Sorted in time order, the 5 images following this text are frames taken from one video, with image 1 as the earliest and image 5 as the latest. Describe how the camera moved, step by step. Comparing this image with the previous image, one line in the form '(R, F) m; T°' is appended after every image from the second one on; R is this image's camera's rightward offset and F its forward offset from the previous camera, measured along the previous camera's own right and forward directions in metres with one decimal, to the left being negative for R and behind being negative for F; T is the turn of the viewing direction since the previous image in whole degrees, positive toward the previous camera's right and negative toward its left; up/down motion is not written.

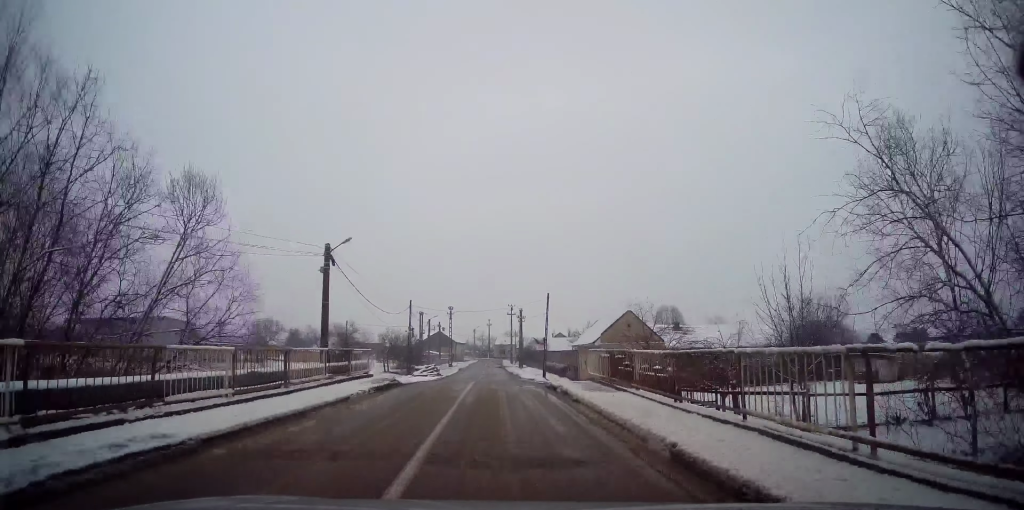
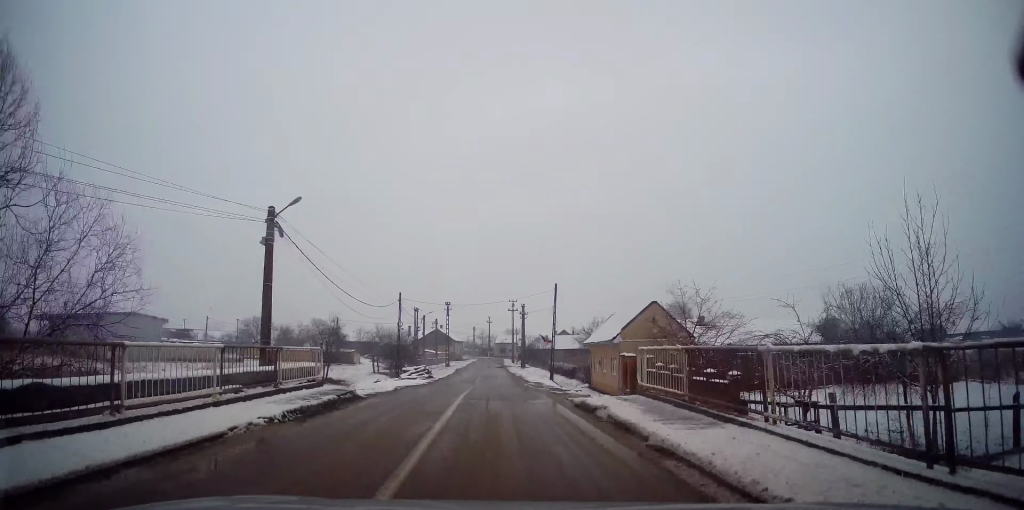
(0.0, +6.4) m; +1°
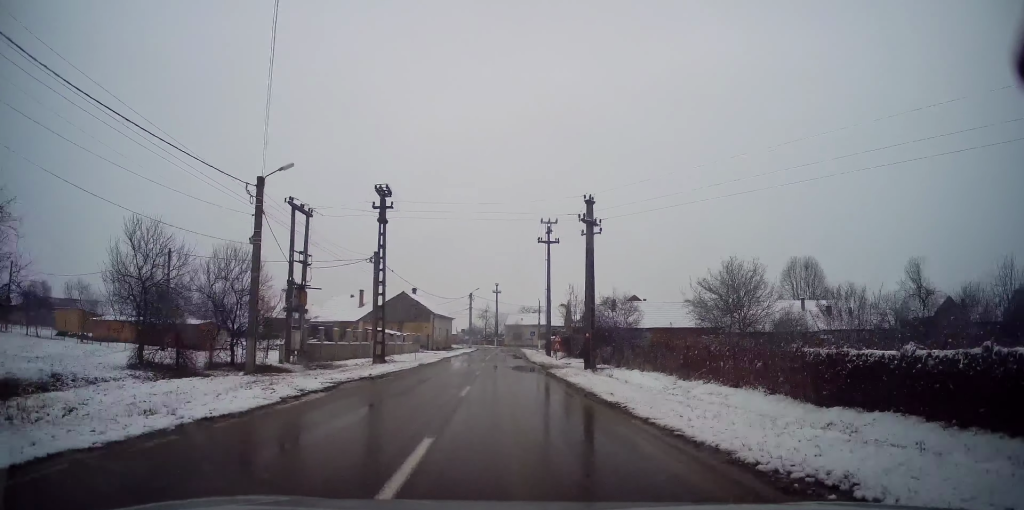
(-0.1, +56.5) m; -1°
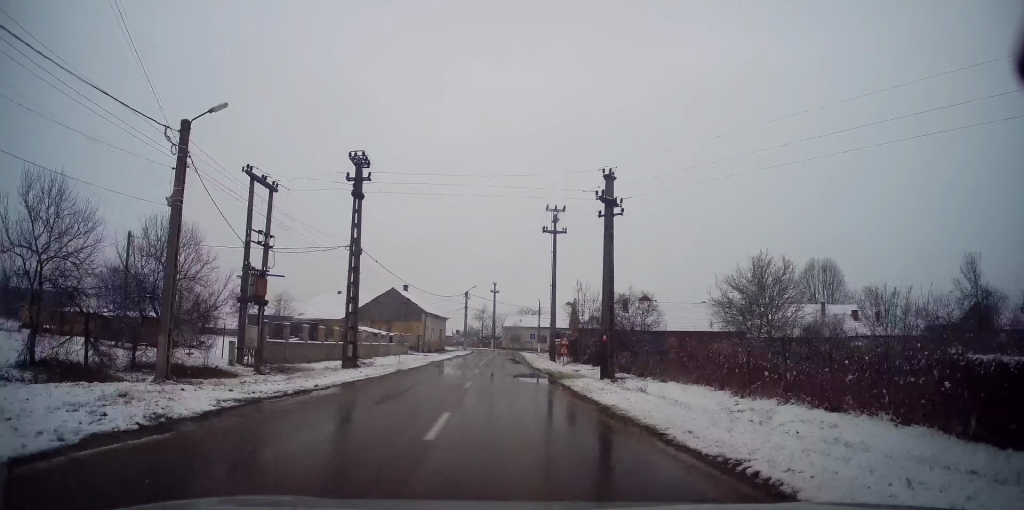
(0.0, +5.8) m; 0°
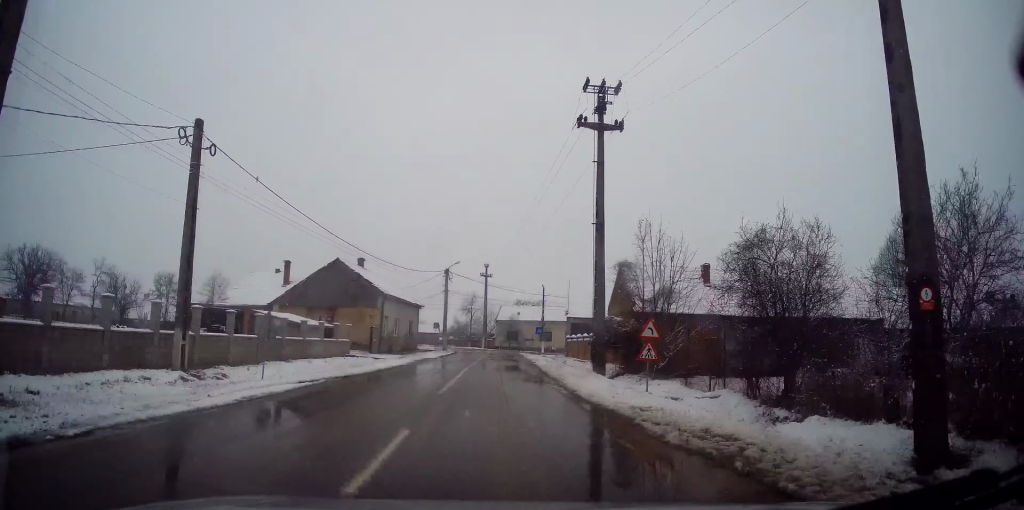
(+0.2, +20.9) m; +2°
